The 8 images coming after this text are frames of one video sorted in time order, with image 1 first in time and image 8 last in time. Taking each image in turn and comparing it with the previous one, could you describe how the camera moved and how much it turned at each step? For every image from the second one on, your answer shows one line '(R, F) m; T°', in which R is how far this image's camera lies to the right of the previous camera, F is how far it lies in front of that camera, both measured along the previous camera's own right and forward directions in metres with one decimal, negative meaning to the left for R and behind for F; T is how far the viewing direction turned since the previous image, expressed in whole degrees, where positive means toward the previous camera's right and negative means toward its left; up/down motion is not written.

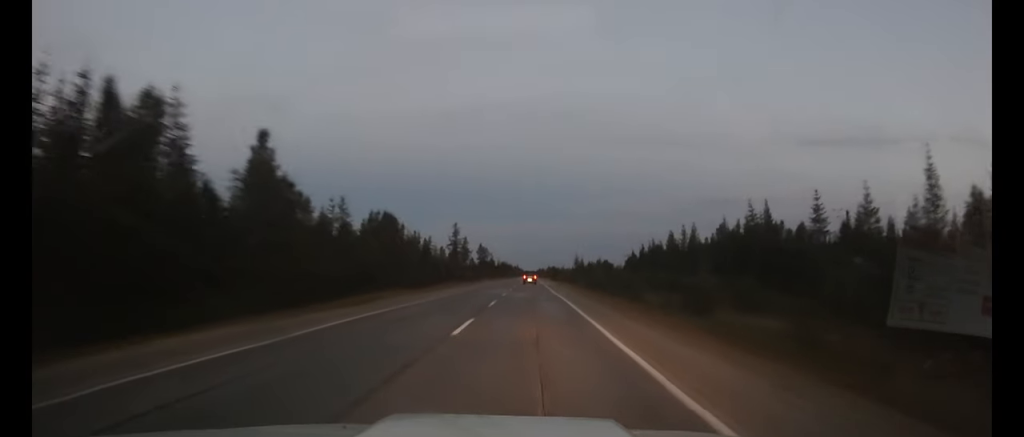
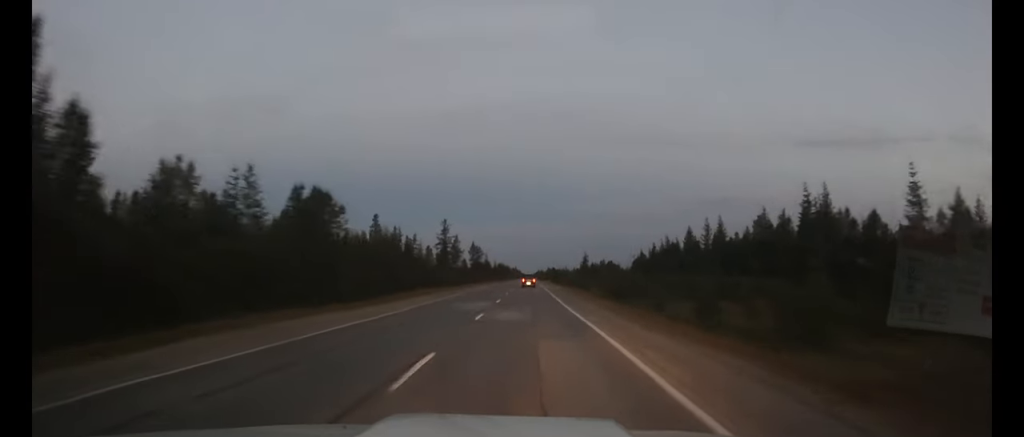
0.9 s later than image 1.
(0.0, +17.7) m; 0°
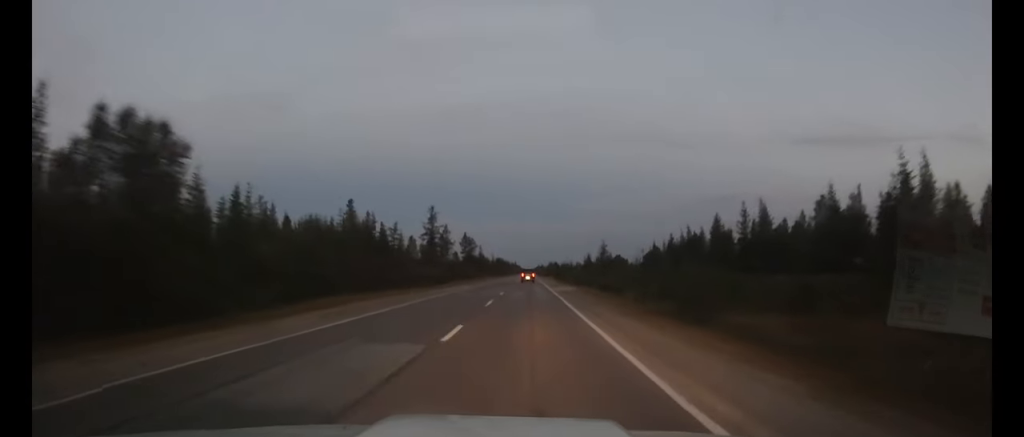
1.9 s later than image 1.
(0.0, +19.0) m; 0°
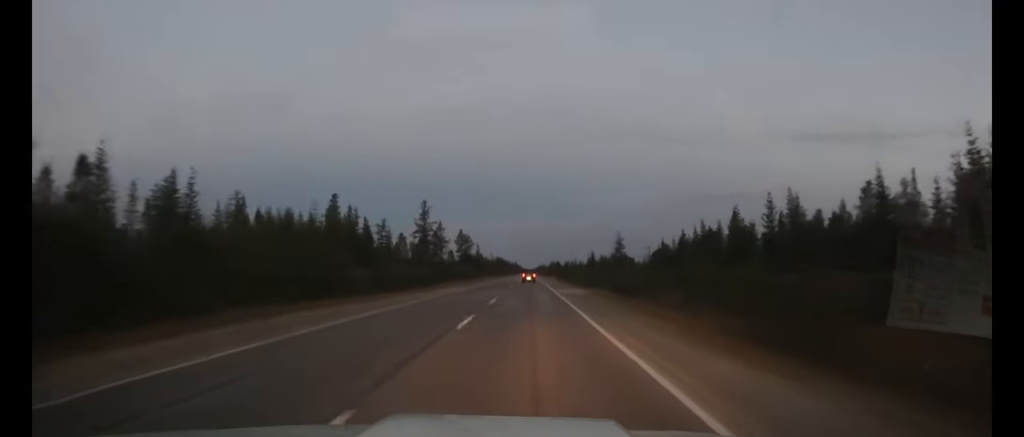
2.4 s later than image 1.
(0.0, +9.9) m; 0°
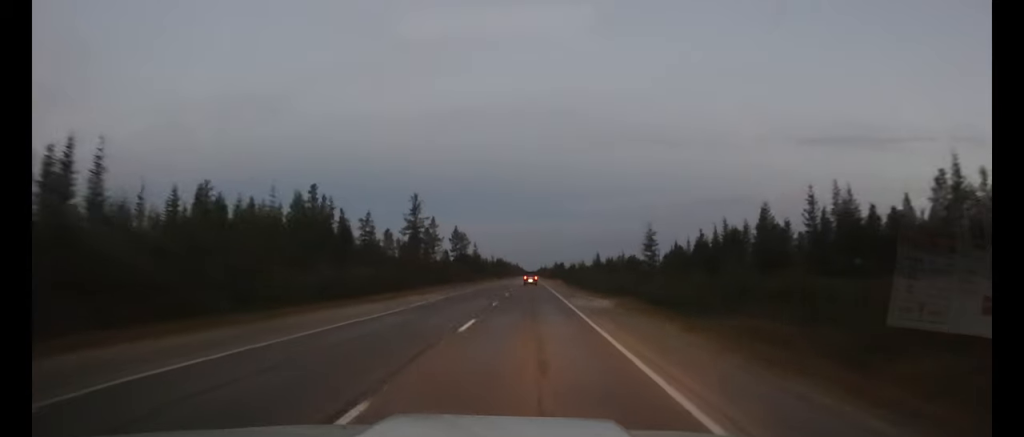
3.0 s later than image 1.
(0.0, +11.8) m; 0°
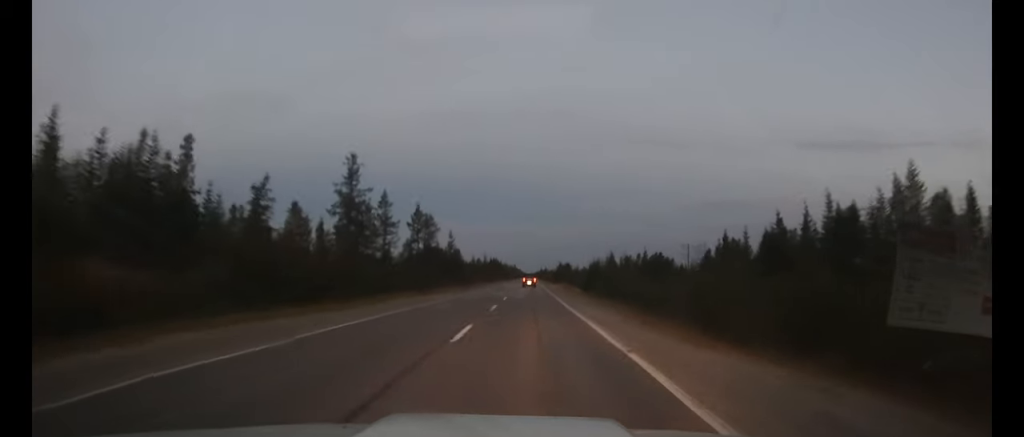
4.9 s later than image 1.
(-0.1, +37.5) m; 0°
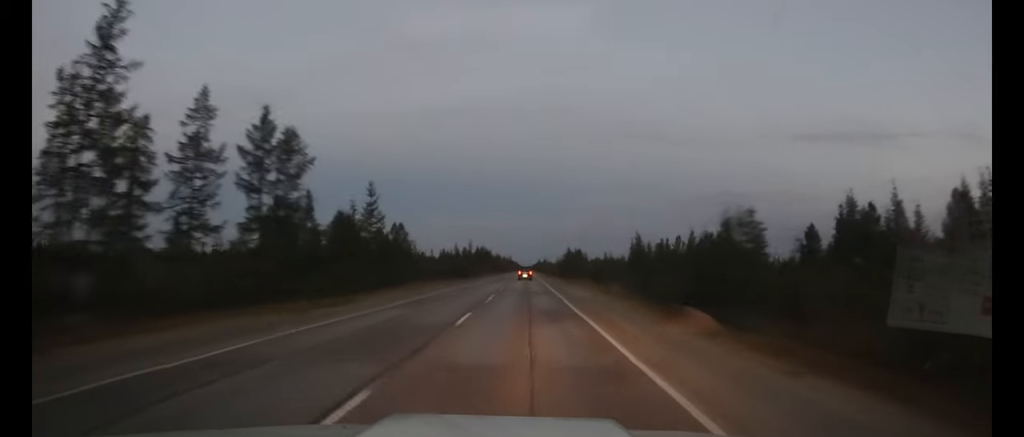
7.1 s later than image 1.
(+0.2, +45.0) m; 0°
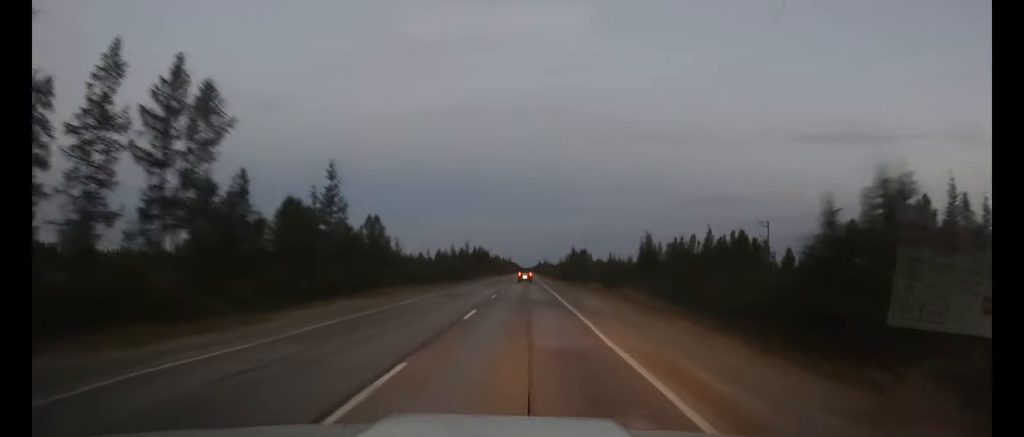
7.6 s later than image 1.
(0.0, +10.0) m; 0°
